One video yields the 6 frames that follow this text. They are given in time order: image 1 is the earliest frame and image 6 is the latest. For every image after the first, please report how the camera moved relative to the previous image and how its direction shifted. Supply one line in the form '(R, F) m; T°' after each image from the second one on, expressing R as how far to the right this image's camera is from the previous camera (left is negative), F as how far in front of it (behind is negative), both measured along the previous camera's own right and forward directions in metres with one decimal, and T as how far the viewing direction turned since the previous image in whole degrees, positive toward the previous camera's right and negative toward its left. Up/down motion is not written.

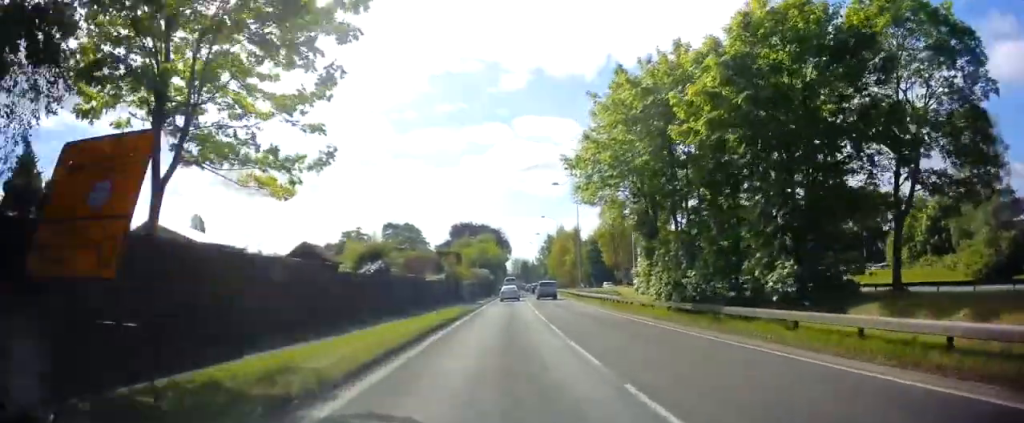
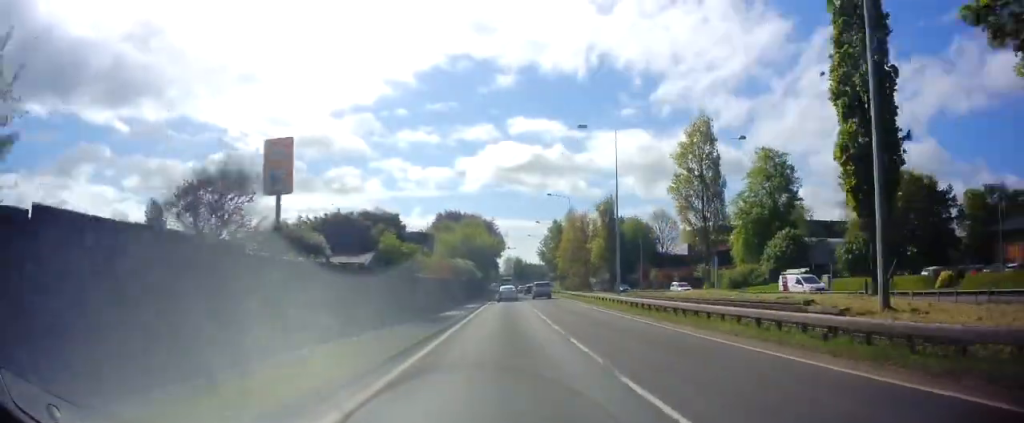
(+0.1, +23.3) m; +3°
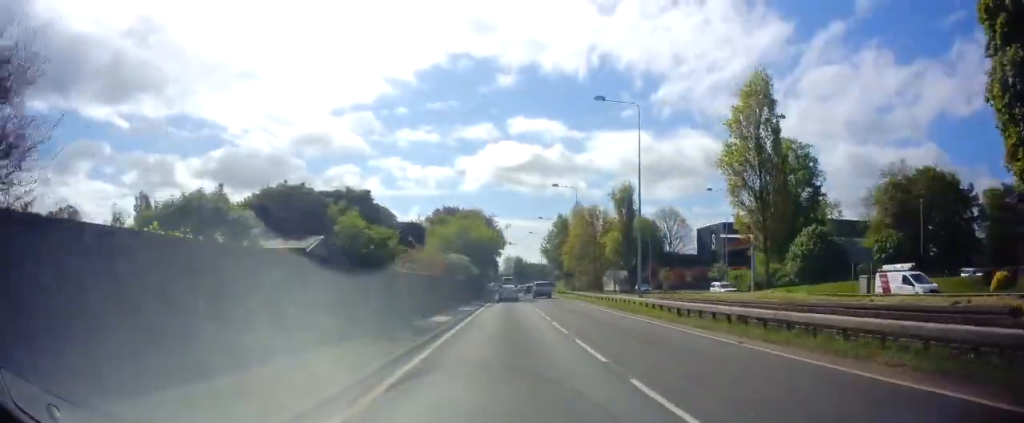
(+0.3, +6.2) m; 0°
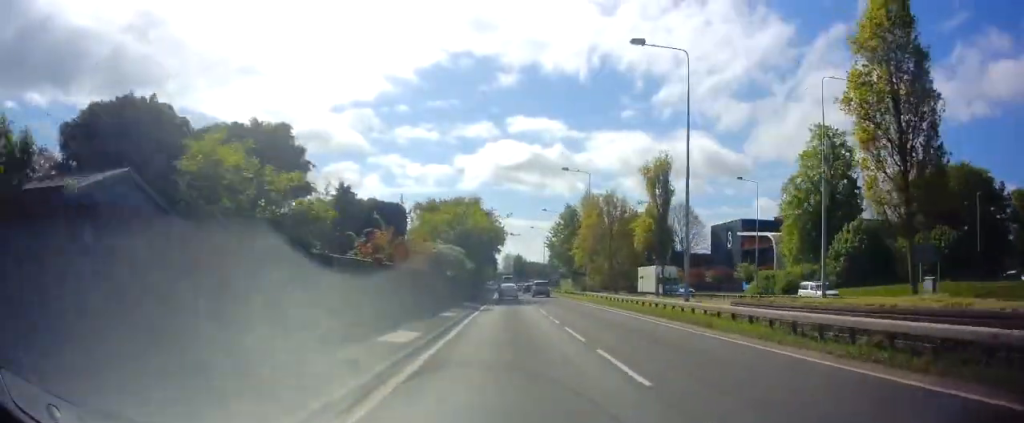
(+0.1, +8.6) m; 0°
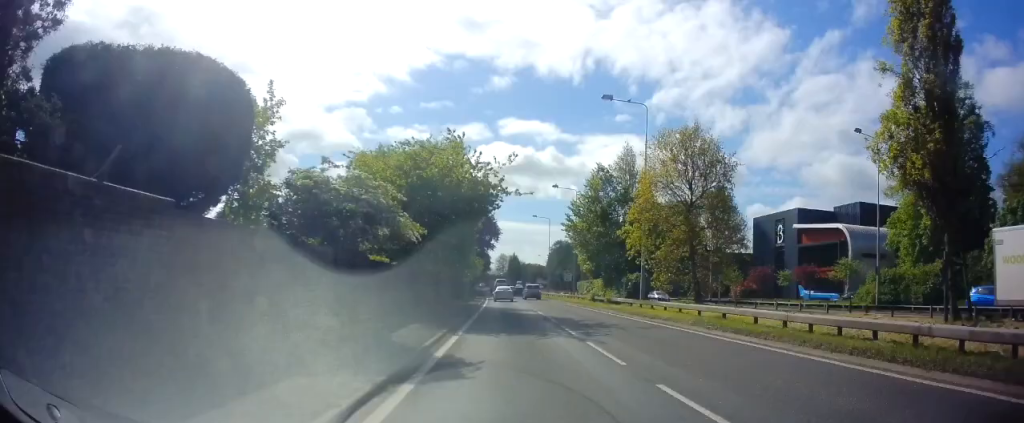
(-0.2, +22.1) m; +1°
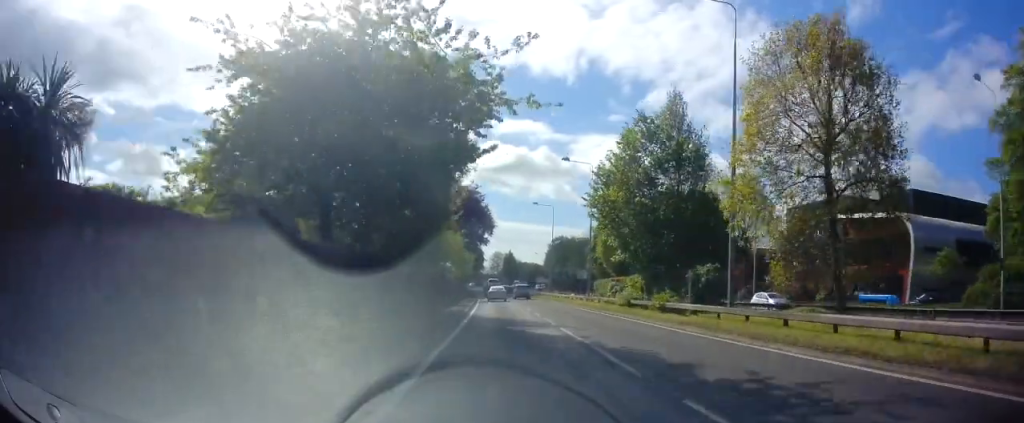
(+0.1, +13.4) m; 0°
